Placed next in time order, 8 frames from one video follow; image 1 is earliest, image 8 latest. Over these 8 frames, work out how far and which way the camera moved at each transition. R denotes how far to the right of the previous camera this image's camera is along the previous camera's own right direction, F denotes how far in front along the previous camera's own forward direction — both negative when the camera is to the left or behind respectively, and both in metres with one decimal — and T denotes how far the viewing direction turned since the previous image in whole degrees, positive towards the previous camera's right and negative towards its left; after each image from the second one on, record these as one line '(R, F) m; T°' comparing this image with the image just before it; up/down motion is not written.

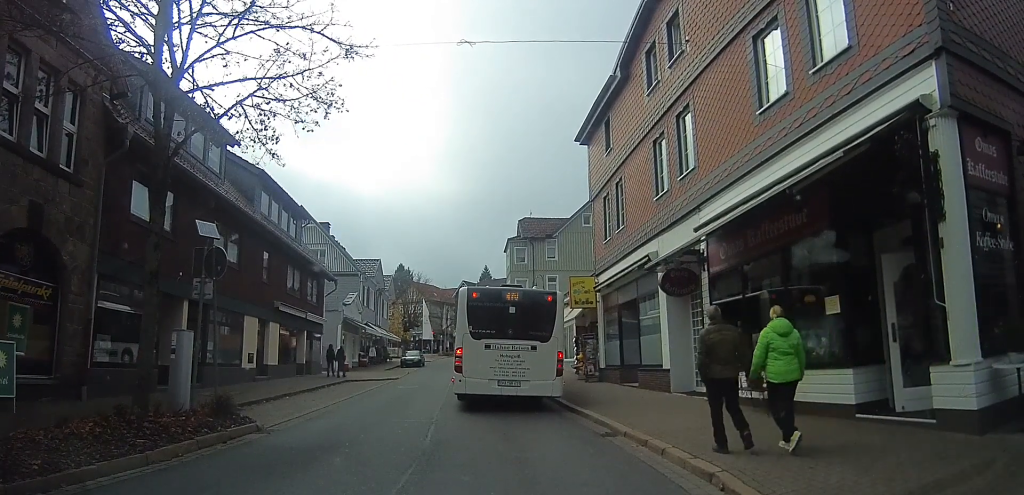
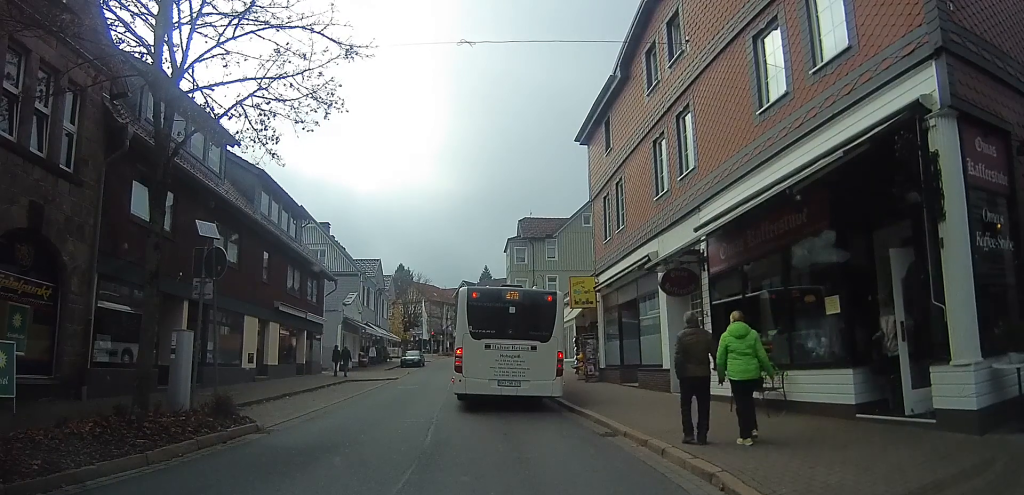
(0.0, 0.0) m; 0°
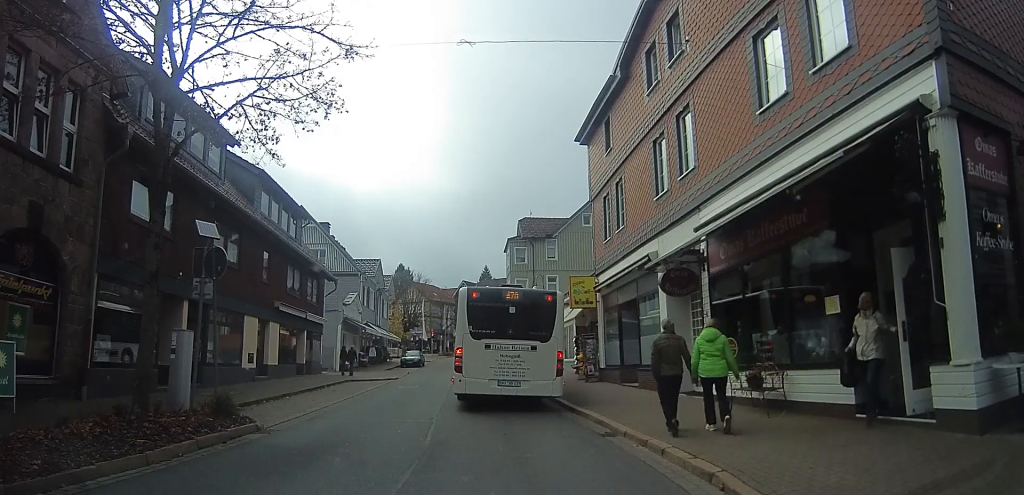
(0.0, 0.0) m; 0°
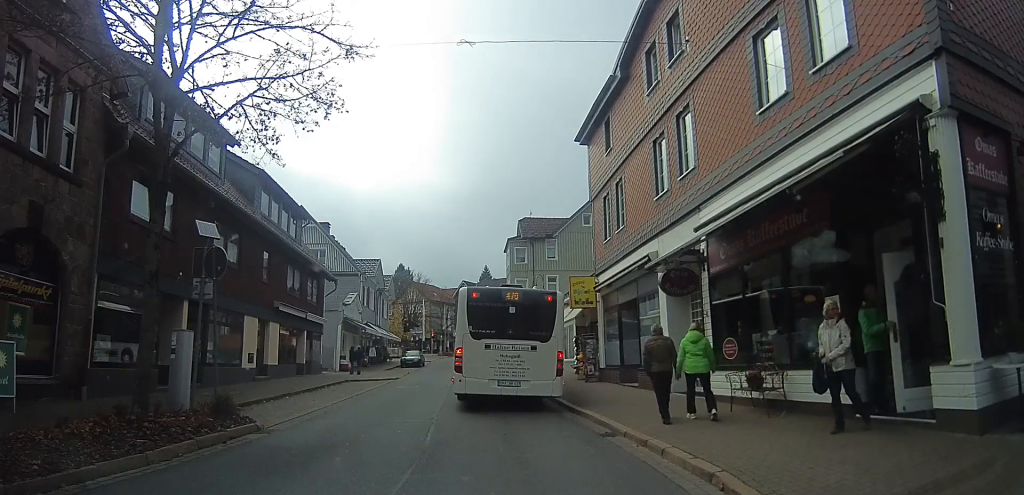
(0.0, 0.0) m; 0°
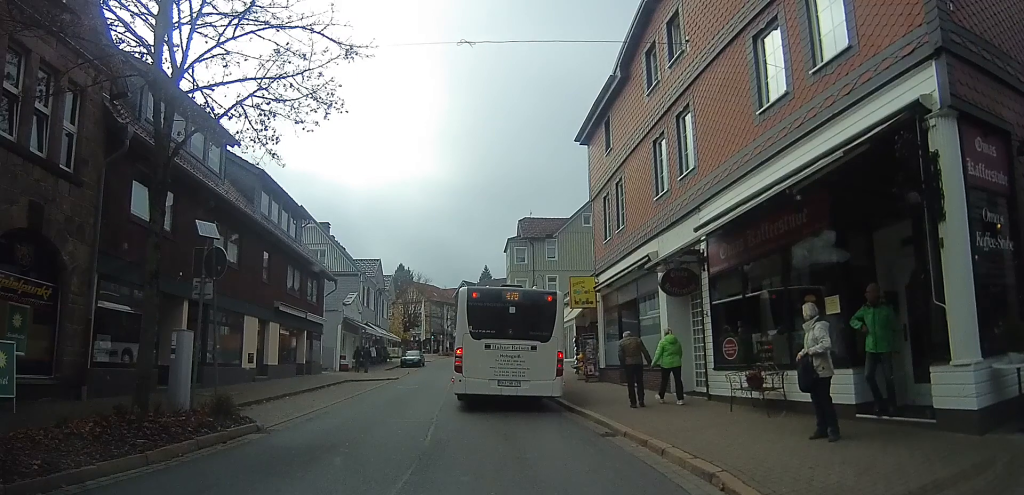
(0.0, 0.0) m; 0°
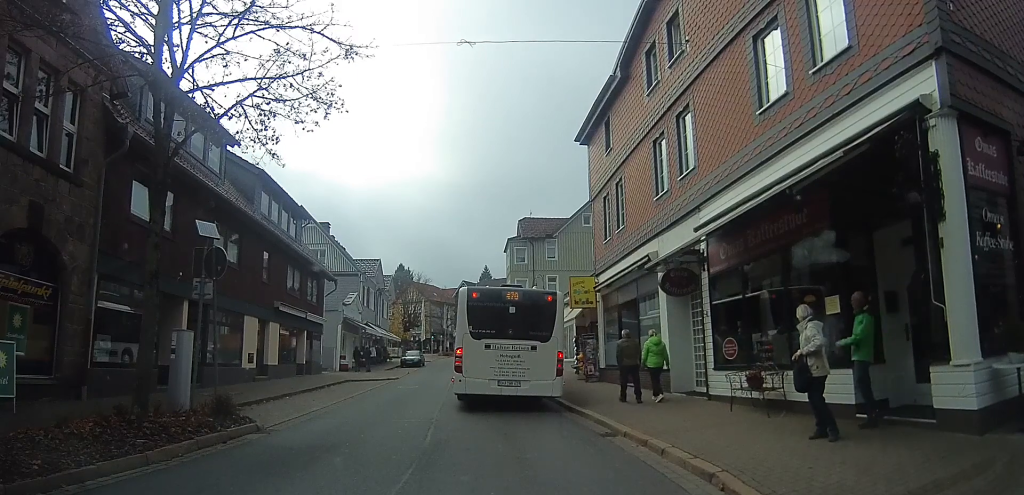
(0.0, 0.0) m; 0°
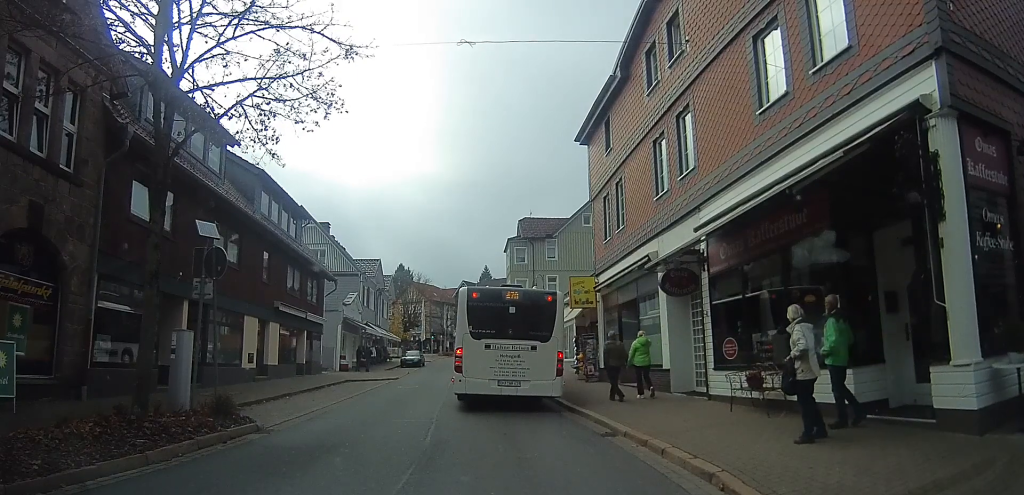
(0.0, 0.0) m; 0°
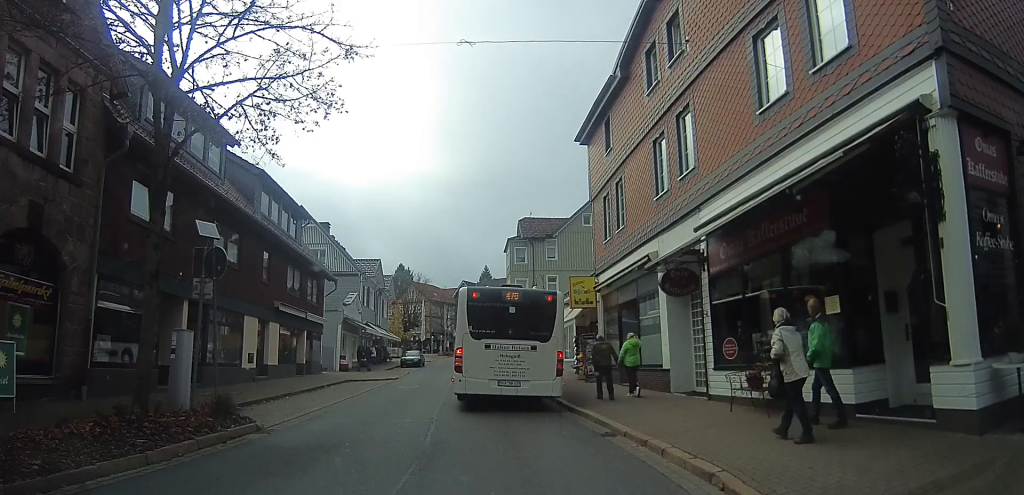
(0.0, 0.0) m; 0°
